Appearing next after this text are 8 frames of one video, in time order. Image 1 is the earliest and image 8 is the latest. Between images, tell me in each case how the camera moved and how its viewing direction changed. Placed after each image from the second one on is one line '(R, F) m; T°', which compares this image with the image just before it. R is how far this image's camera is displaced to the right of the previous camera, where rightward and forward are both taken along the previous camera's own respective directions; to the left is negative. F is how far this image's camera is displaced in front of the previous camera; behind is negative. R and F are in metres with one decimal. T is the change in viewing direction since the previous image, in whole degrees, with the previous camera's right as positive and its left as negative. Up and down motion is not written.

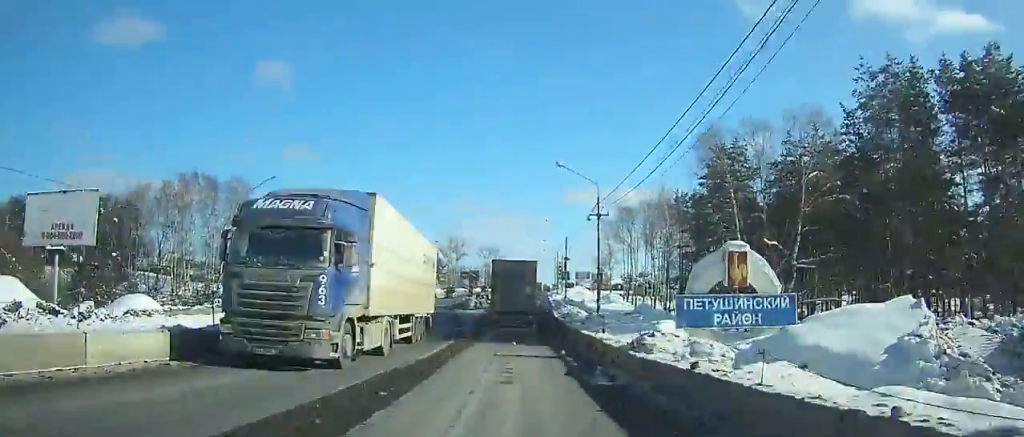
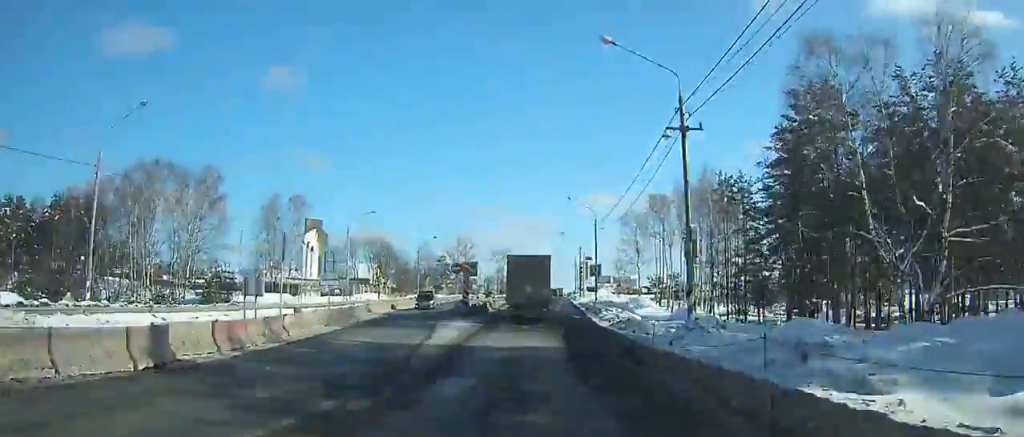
(0.0, +18.4) m; 0°
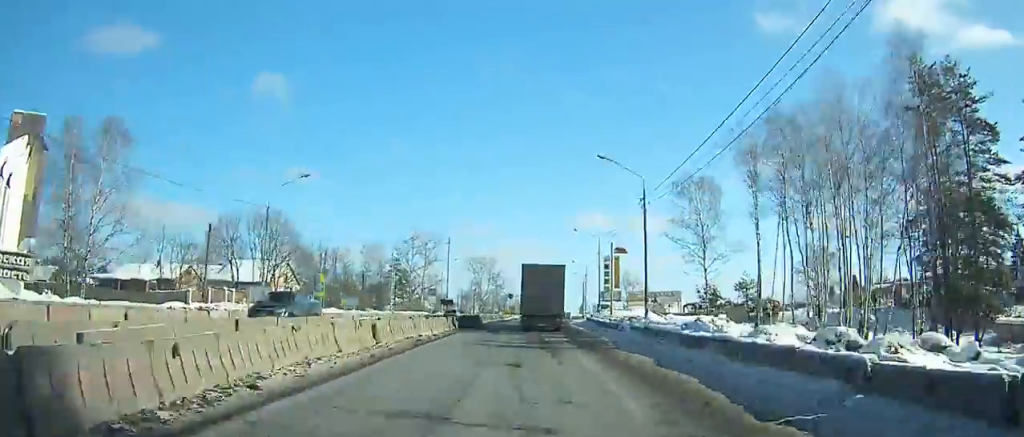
(0.0, +51.6) m; +1°
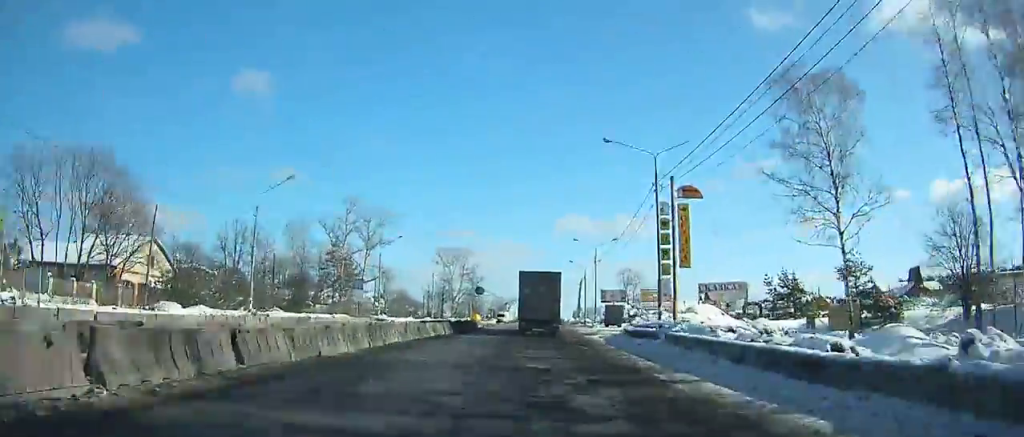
(+0.4, +35.7) m; +1°
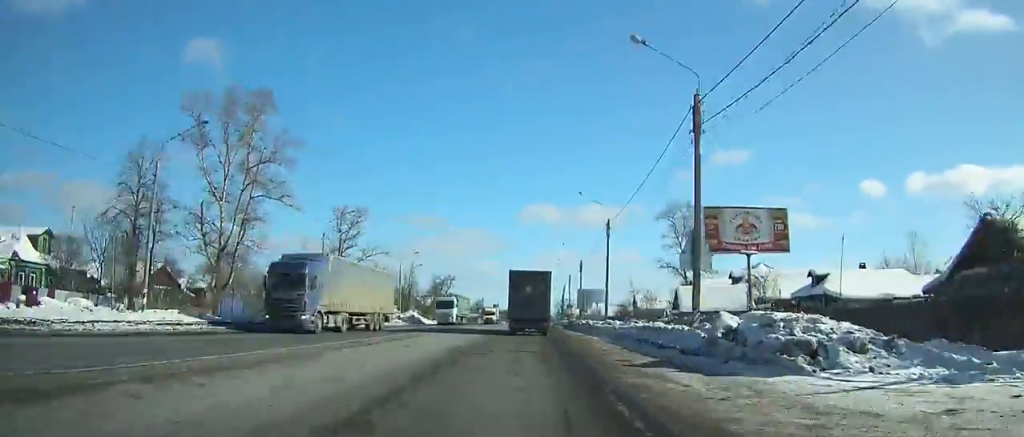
(+3.0, +102.7) m; +3°
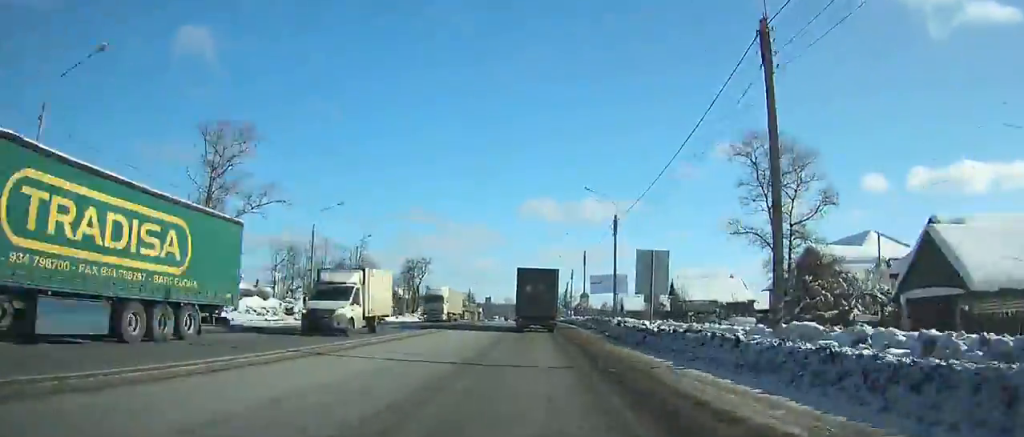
(+0.2, +33.0) m; +1°
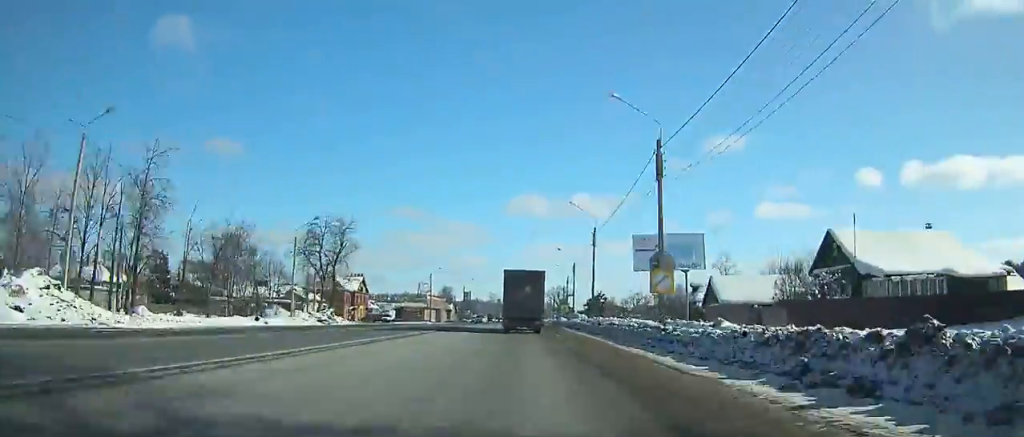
(+0.5, +48.1) m; +1°
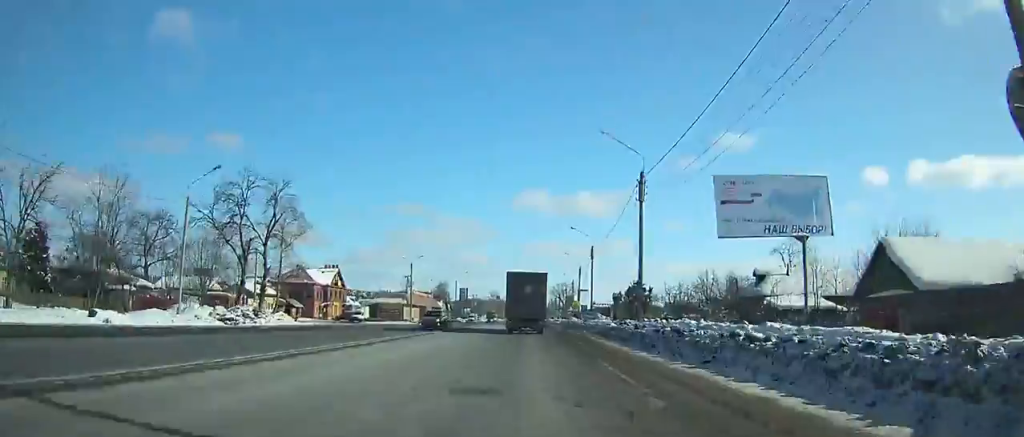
(+0.1, +21.1) m; 0°
